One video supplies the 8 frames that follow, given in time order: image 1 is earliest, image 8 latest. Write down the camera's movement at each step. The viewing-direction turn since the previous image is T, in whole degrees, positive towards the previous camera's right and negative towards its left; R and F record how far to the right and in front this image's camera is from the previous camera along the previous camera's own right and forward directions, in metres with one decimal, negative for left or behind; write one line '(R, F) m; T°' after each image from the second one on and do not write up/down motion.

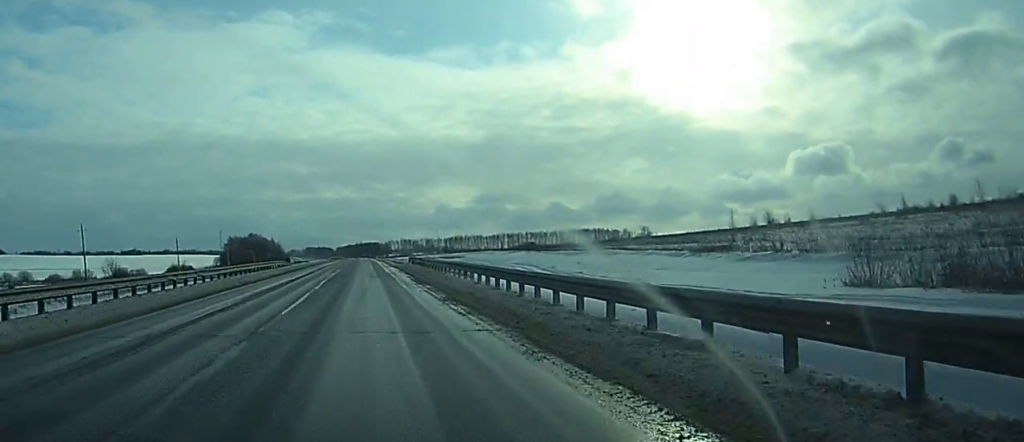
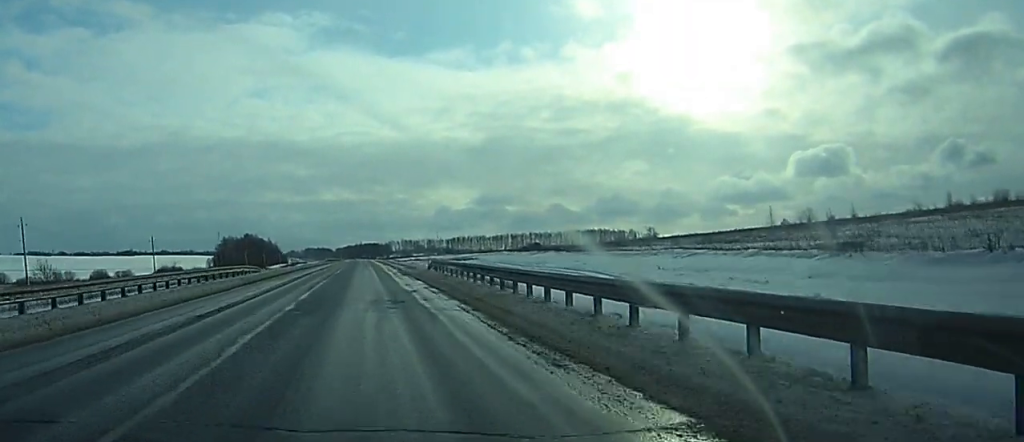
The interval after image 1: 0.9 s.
(+0.1, +23.7) m; 0°
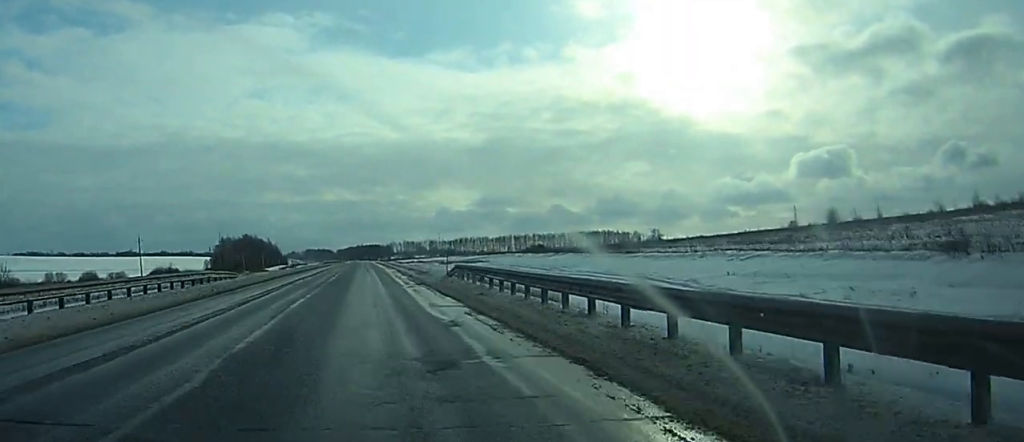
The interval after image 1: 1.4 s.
(0.0, +11.9) m; 0°
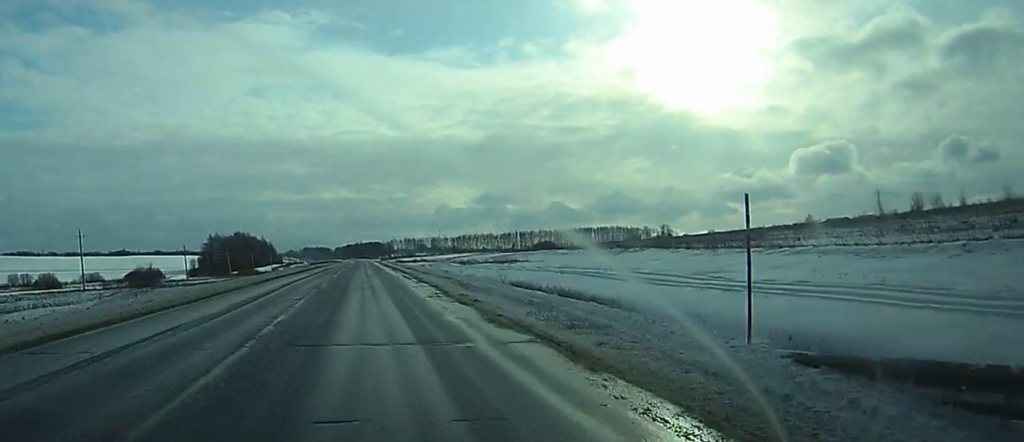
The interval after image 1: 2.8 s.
(-0.1, +35.5) m; 0°
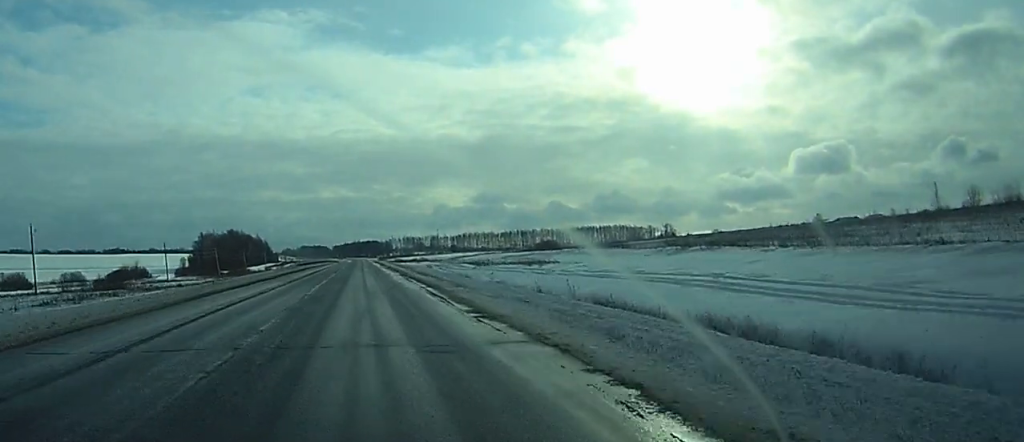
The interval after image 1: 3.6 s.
(+0.1, +19.4) m; 0°
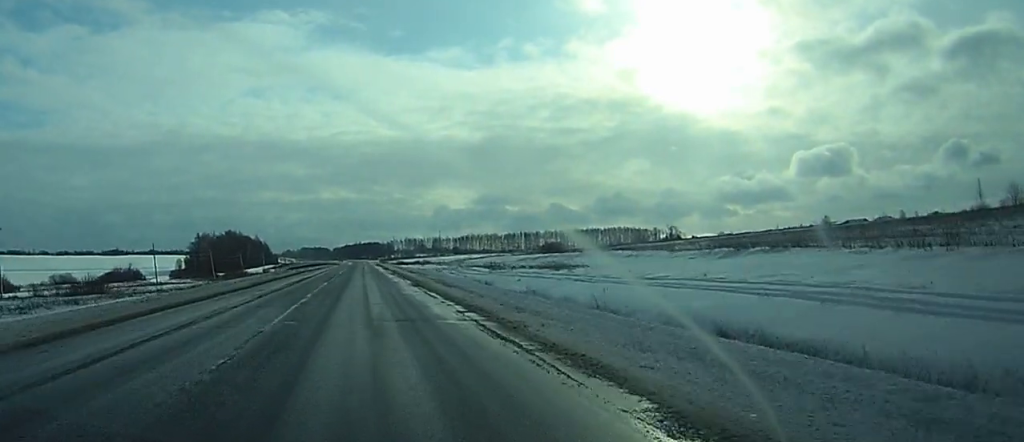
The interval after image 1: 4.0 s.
(0.0, +11.7) m; 0°
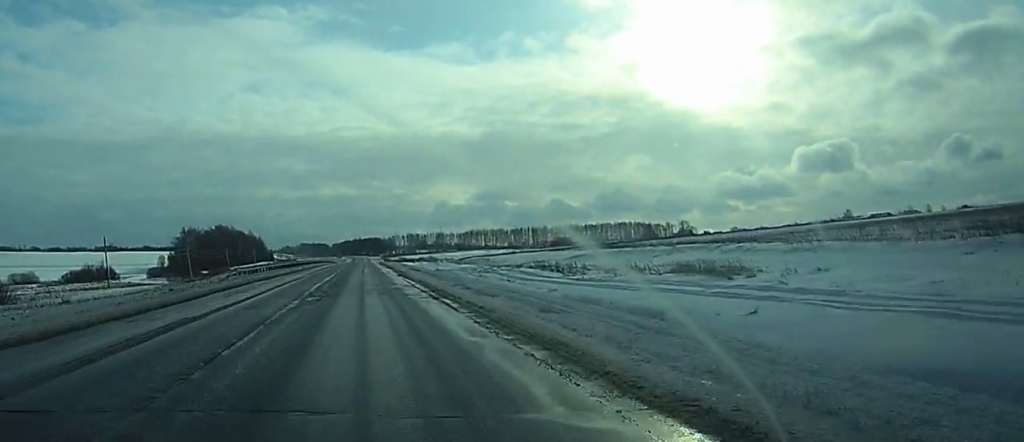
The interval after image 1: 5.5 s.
(-0.3, +35.8) m; -1°
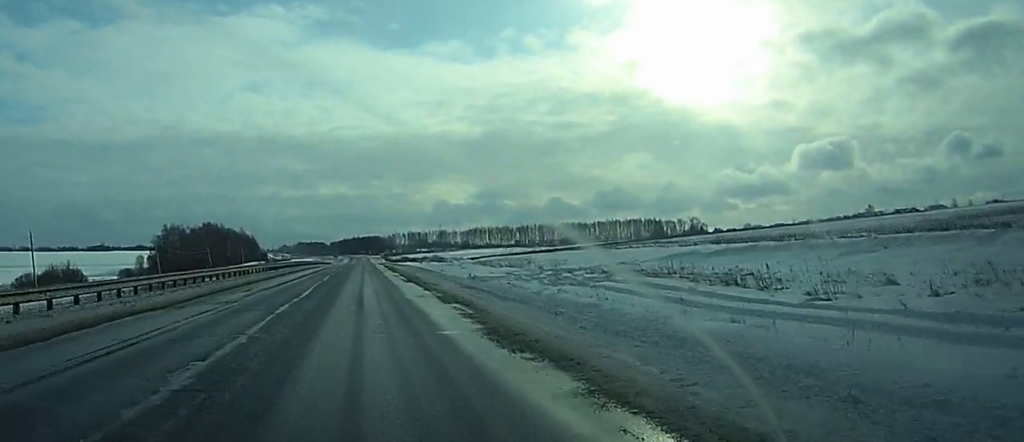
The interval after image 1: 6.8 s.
(+0.2, +34.0) m; +1°
